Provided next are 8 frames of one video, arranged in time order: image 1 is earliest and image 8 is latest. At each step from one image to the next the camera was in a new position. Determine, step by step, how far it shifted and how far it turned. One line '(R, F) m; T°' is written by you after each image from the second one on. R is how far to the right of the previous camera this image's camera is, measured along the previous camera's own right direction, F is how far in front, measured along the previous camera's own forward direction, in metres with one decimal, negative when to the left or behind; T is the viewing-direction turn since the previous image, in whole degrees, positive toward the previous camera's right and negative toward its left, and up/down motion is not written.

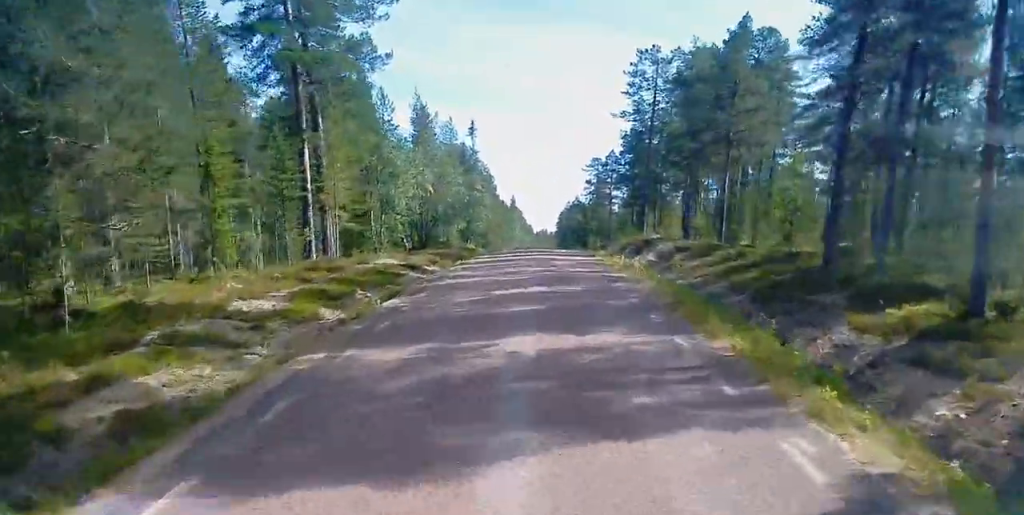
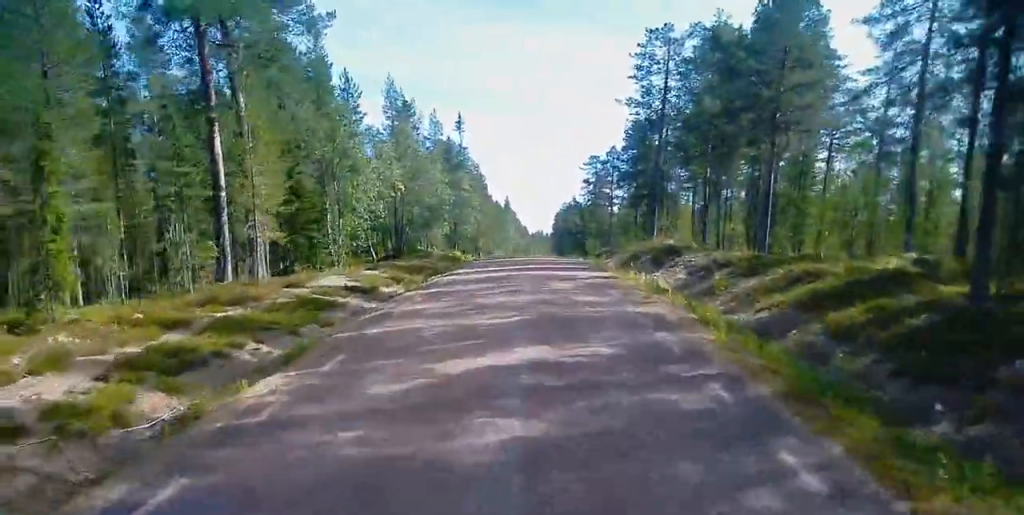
(-0.1, +7.9) m; -1°
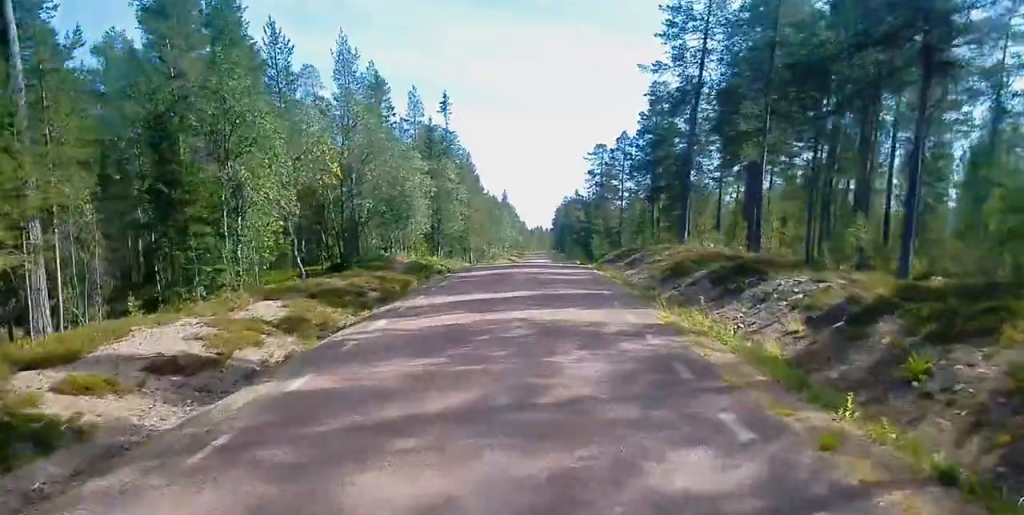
(-0.1, +11.8) m; 0°
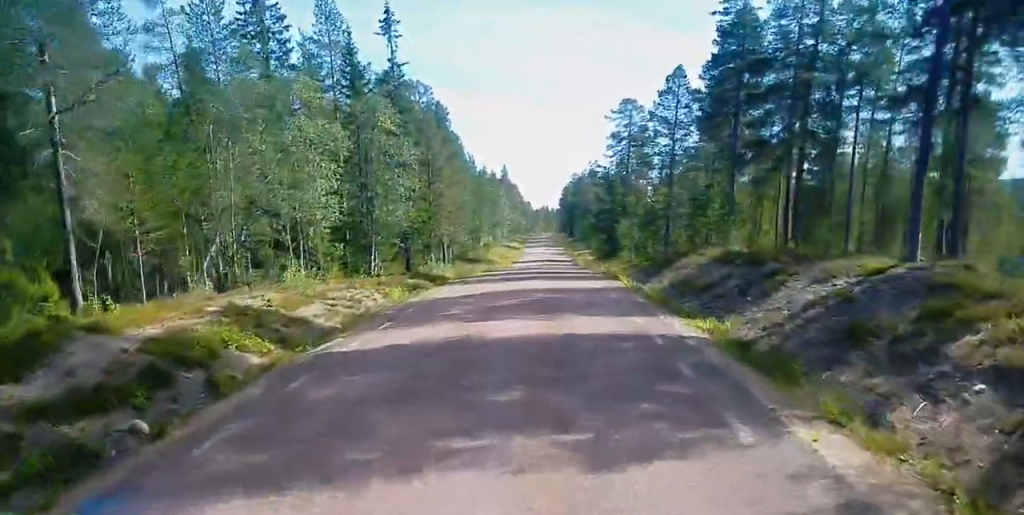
(+0.5, +28.7) m; +1°
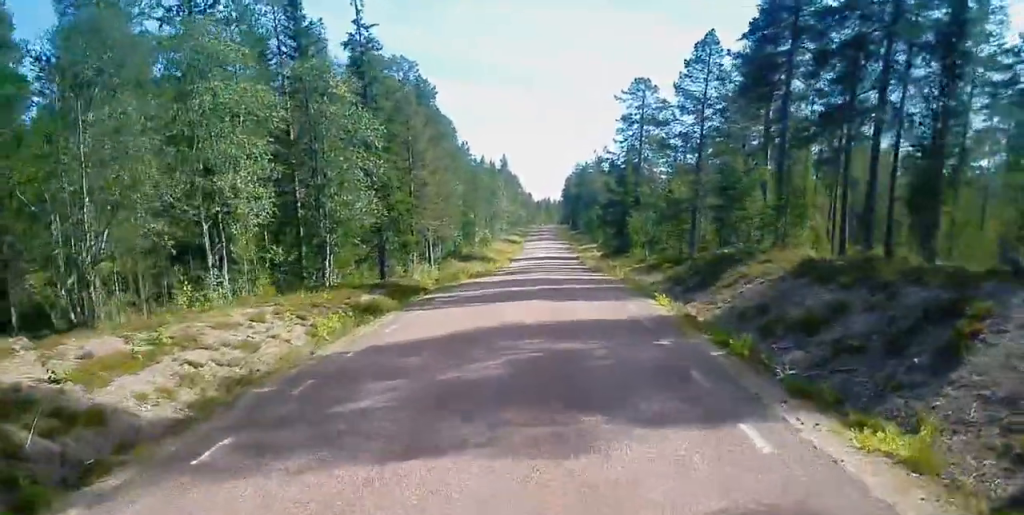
(0.0, +9.3) m; 0°
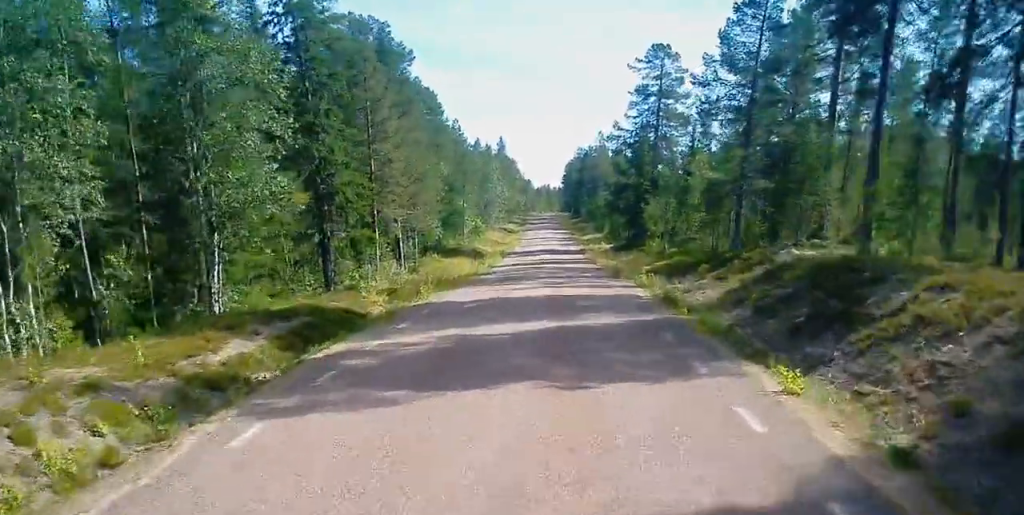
(0.0, +11.6) m; 0°
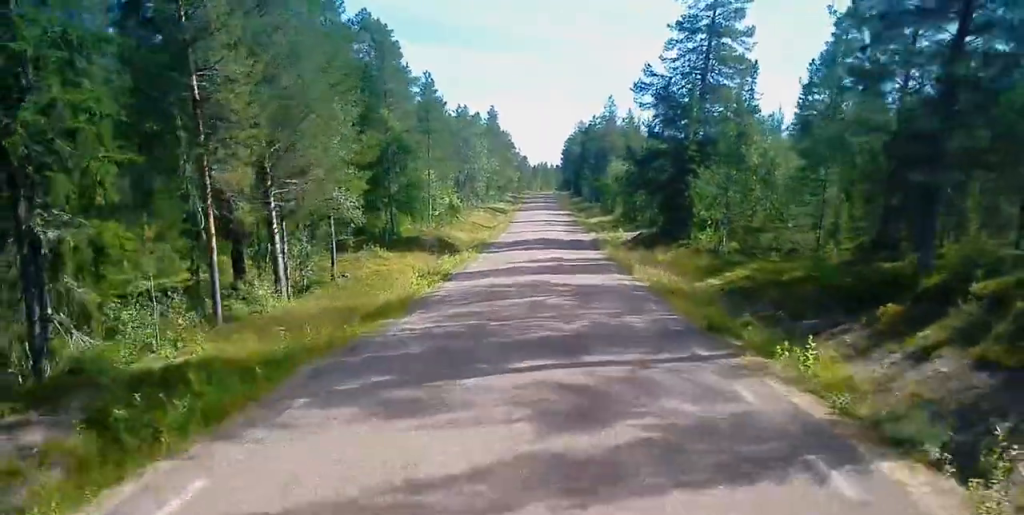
(-0.1, +20.5) m; 0°
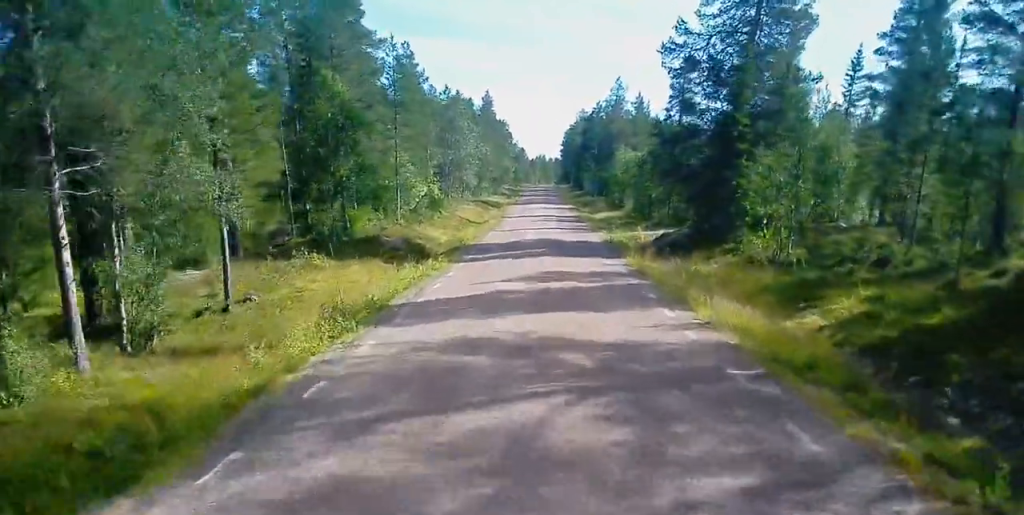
(0.0, +11.6) m; 0°
